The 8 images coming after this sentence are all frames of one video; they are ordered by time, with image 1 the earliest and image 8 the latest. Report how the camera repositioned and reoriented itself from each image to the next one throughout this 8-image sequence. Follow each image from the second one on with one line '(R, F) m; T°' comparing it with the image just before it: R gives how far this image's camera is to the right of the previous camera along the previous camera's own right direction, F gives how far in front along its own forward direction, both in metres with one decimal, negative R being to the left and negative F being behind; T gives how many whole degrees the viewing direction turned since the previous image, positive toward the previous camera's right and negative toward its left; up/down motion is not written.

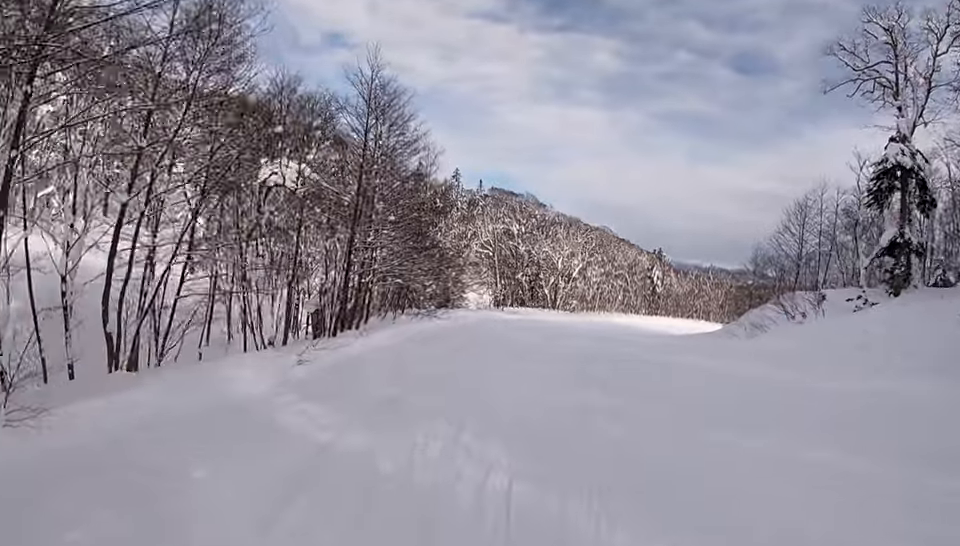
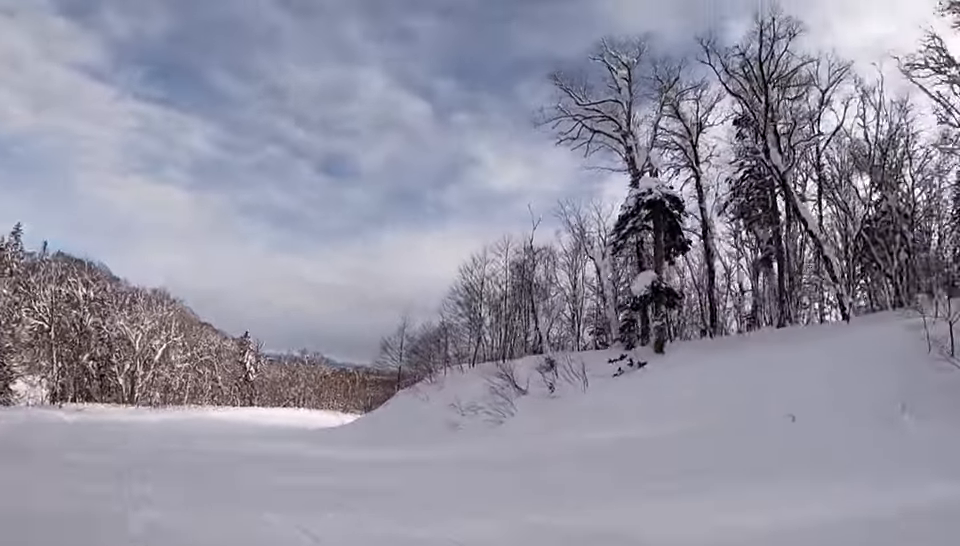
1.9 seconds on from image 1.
(+1.4, +16.2) m; +11°
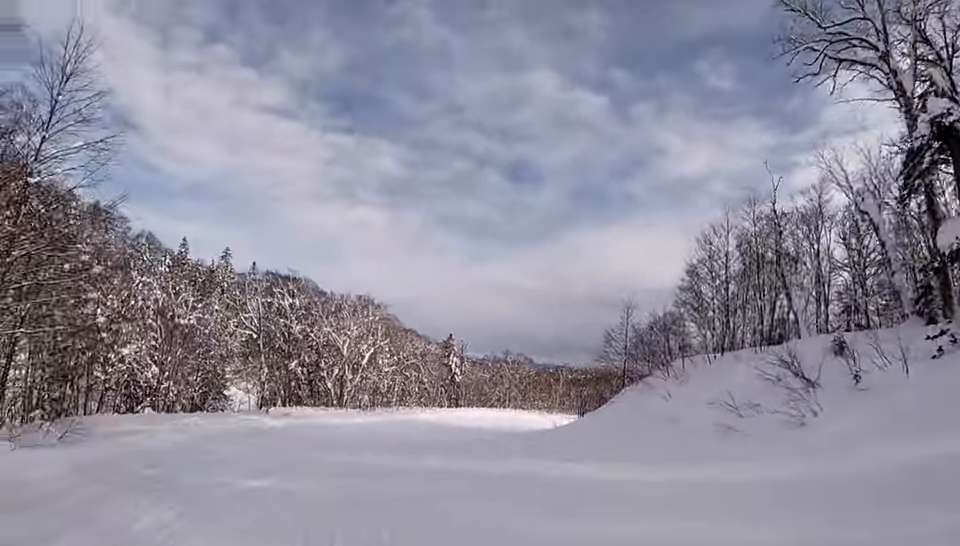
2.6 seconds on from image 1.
(+0.8, +5.4) m; 0°
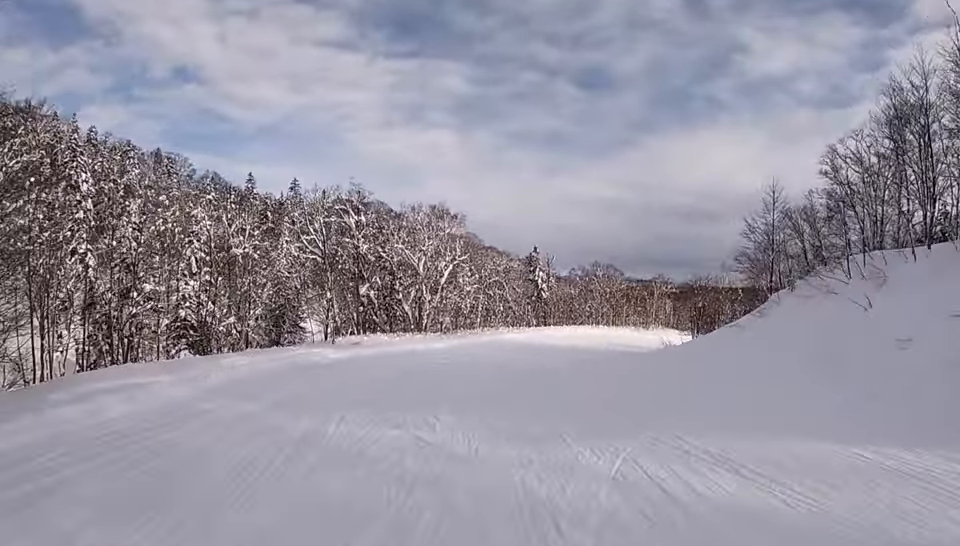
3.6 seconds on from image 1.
(-1.1, +8.6) m; 0°
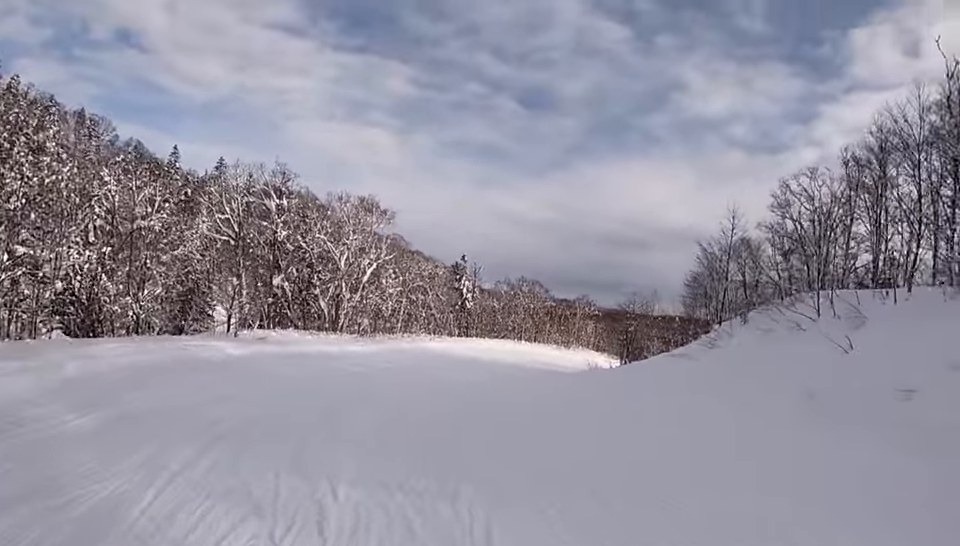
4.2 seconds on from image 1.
(+0.6, +4.0) m; +5°
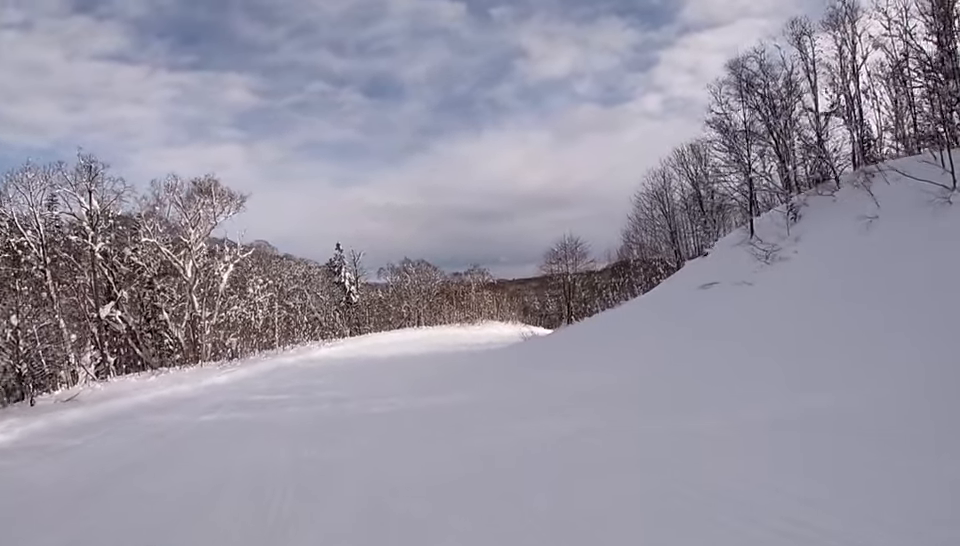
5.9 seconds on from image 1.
(+1.1, +13.3) m; +5°
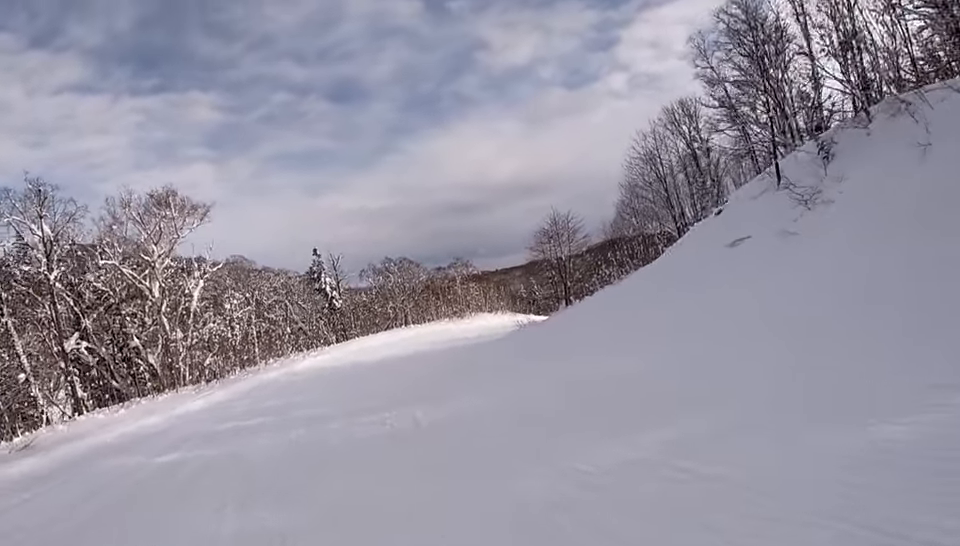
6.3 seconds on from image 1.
(0.0, +3.3) m; 0°
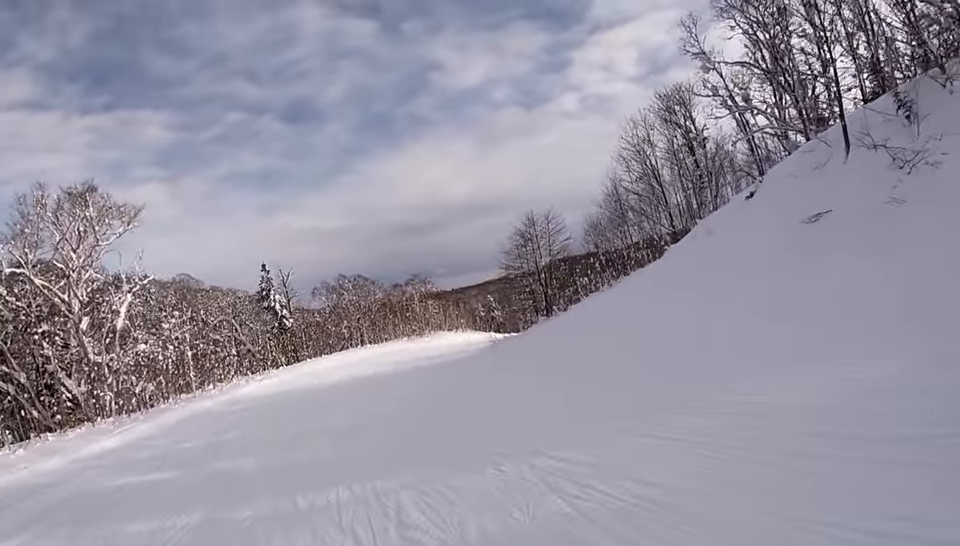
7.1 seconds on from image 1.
(0.0, +5.9) m; +5°
